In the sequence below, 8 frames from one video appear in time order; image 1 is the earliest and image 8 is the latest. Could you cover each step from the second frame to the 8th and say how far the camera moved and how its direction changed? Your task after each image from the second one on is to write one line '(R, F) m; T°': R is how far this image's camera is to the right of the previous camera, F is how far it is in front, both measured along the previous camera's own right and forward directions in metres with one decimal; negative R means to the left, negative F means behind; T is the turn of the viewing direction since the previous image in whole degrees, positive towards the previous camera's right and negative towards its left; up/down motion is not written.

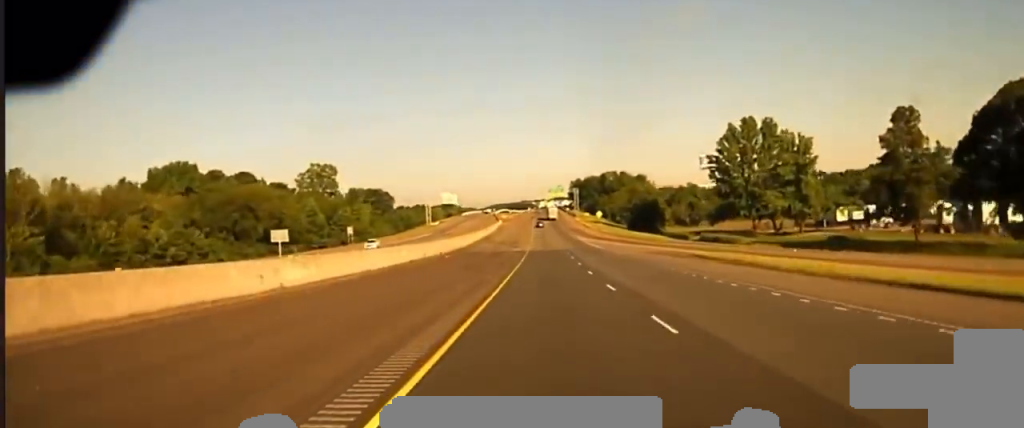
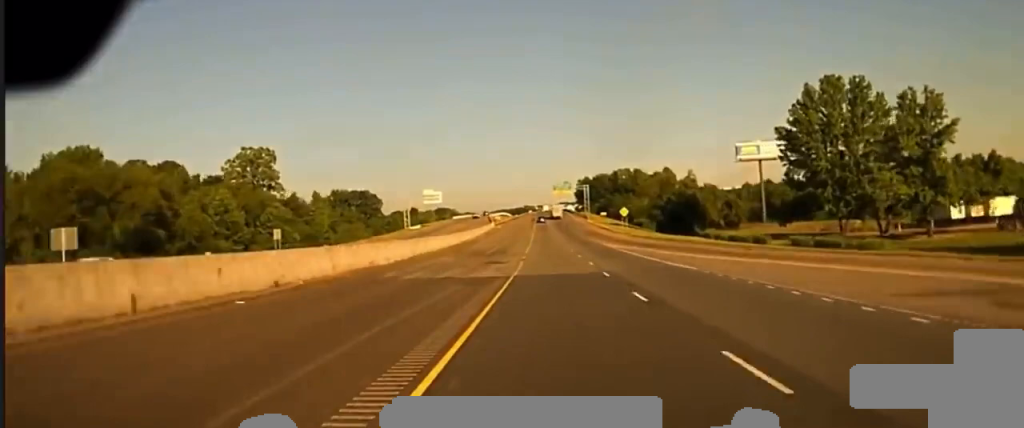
(-0.1, +60.4) m; 0°
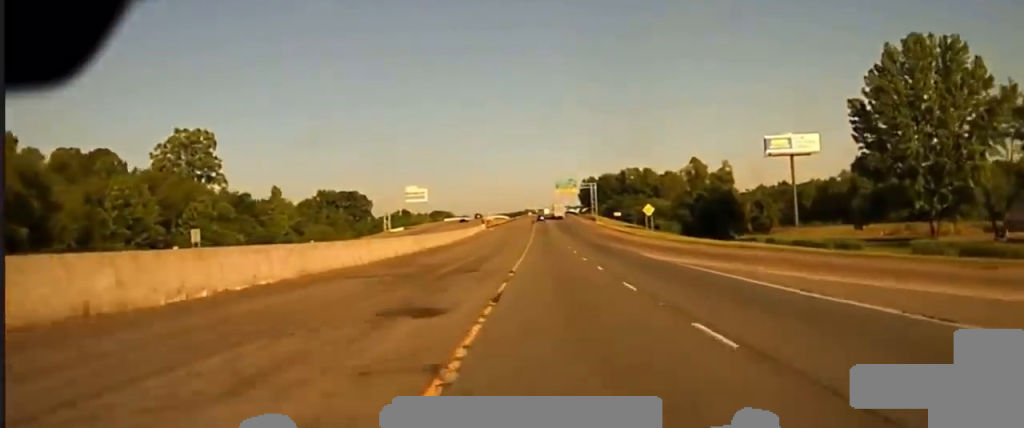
(0.0, +33.3) m; 0°
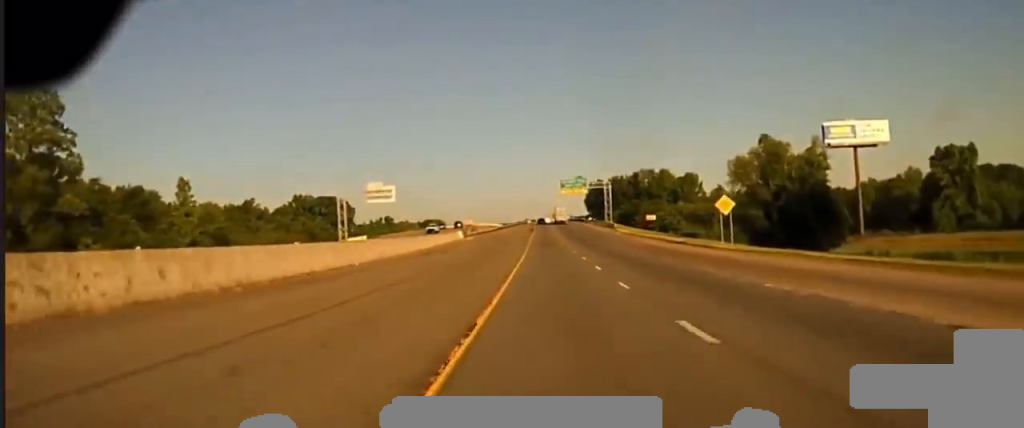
(-0.2, +43.3) m; 0°
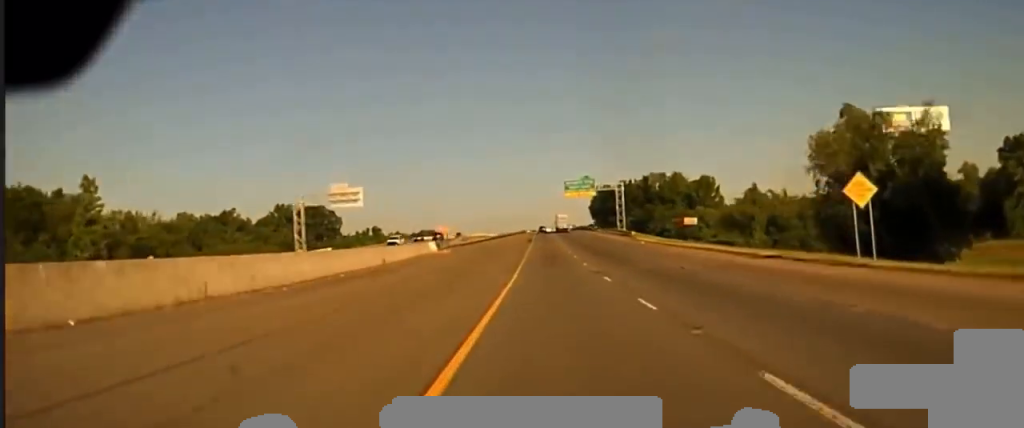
(-0.1, +27.5) m; 0°
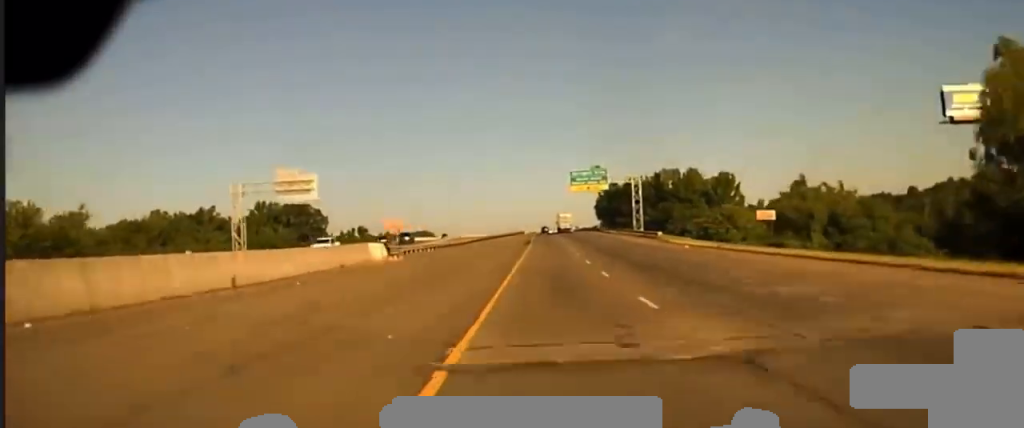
(-0.1, +22.7) m; 0°
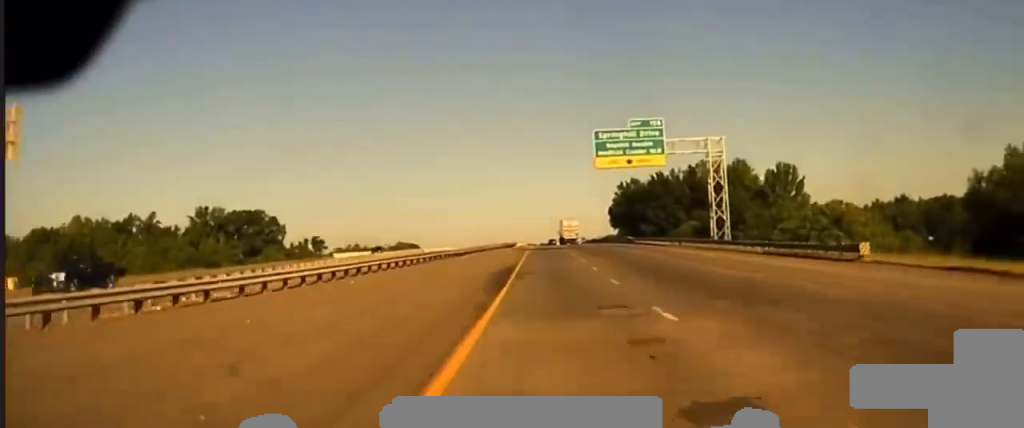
(+0.3, +58.2) m; 0°
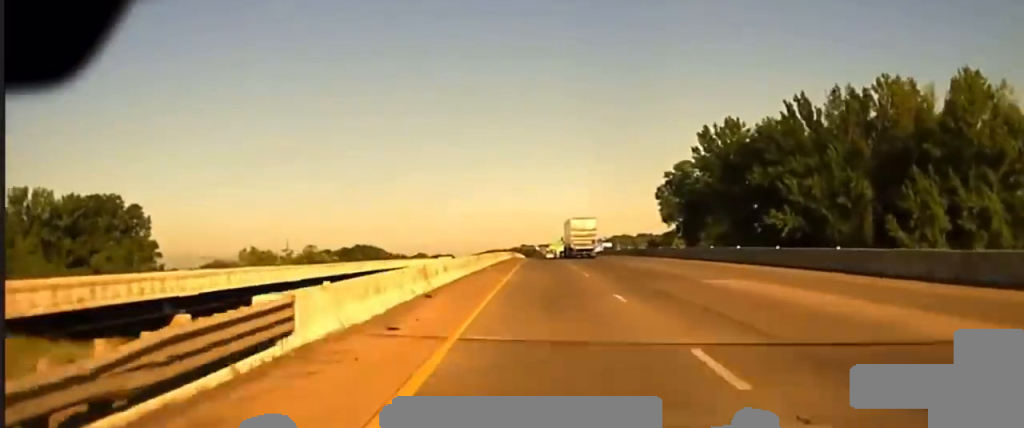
(-0.7, +111.2) m; 0°
